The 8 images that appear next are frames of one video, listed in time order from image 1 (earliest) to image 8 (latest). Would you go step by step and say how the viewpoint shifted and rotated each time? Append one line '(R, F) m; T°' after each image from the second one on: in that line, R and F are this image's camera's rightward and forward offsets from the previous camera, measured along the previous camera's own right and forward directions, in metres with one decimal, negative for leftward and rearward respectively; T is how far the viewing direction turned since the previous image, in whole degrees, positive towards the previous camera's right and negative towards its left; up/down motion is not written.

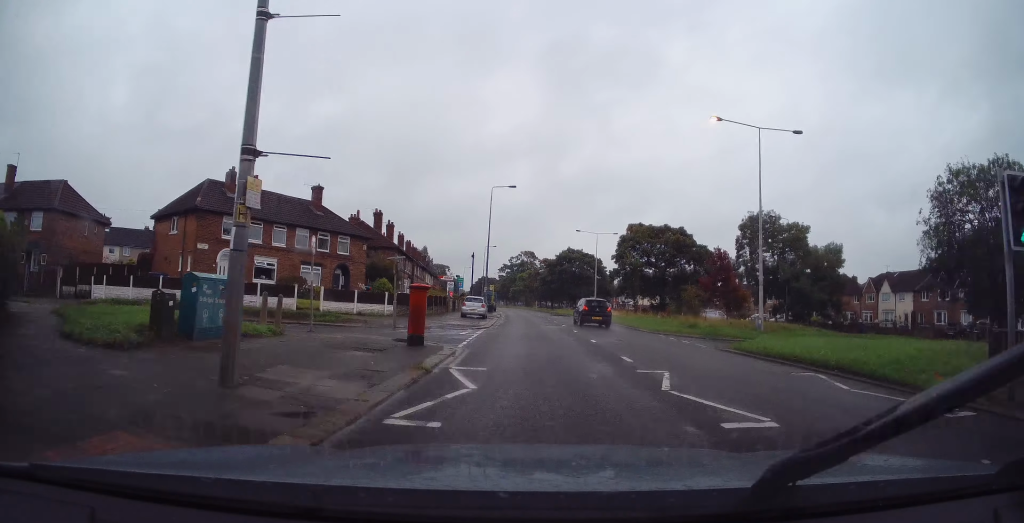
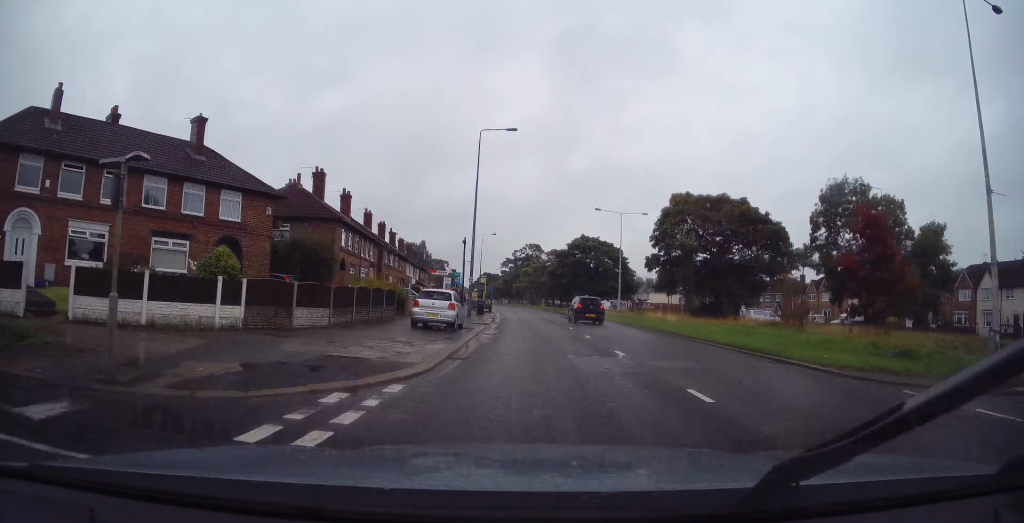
(+0.3, +17.0) m; 0°
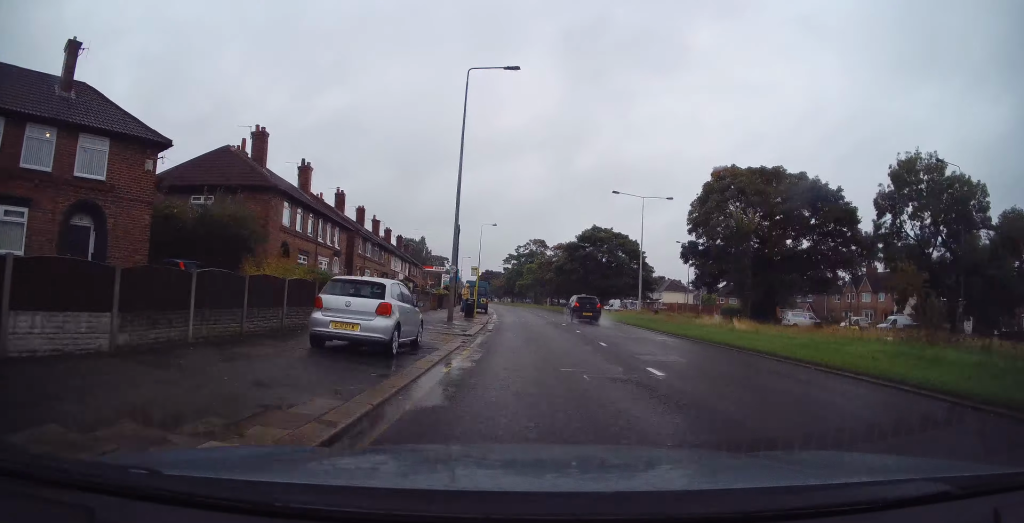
(-0.2, +9.6) m; 0°
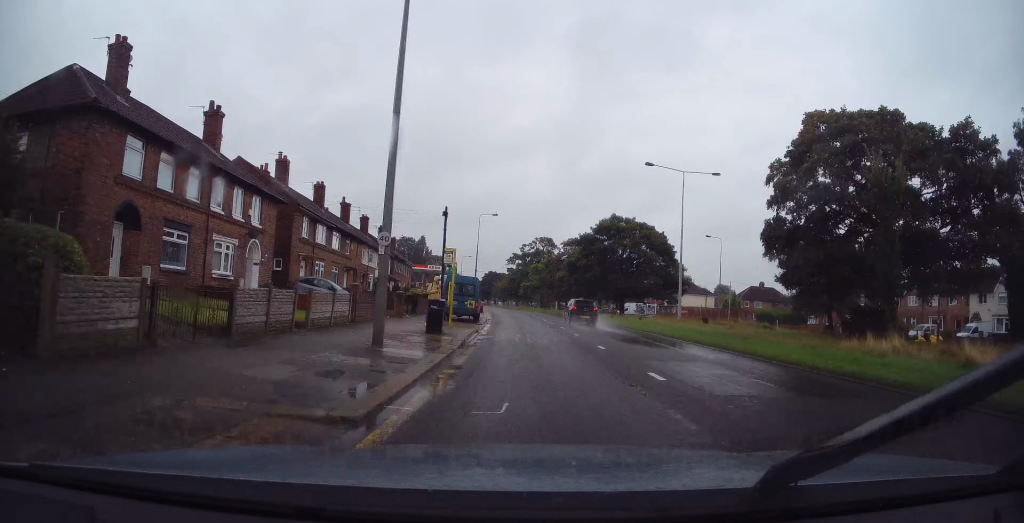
(+0.1, +12.5) m; 0°
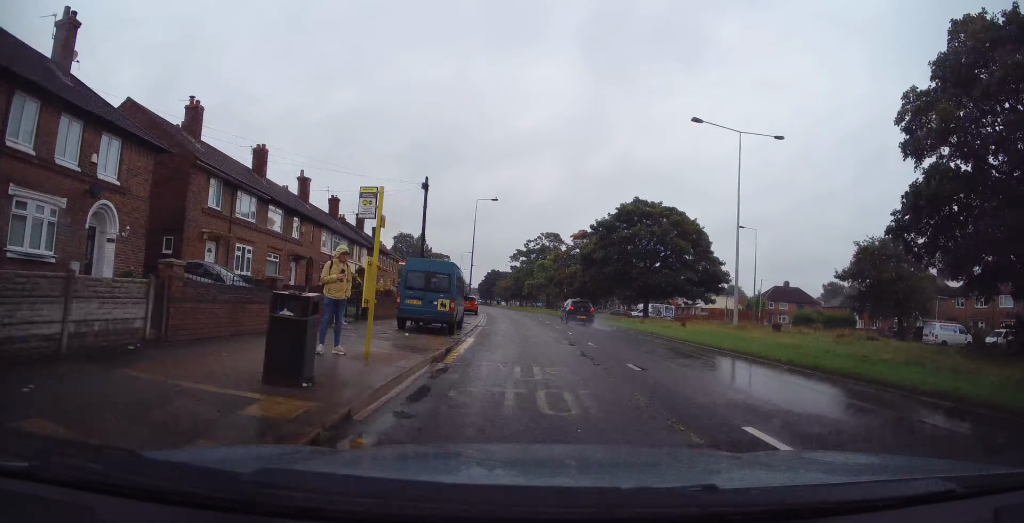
(+0.1, +10.6) m; -1°
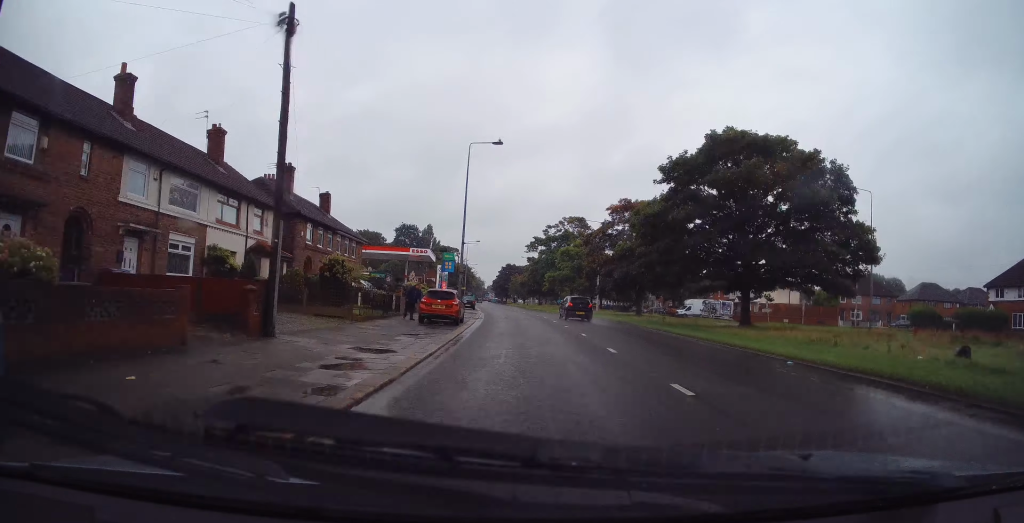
(-0.6, +20.8) m; -3°
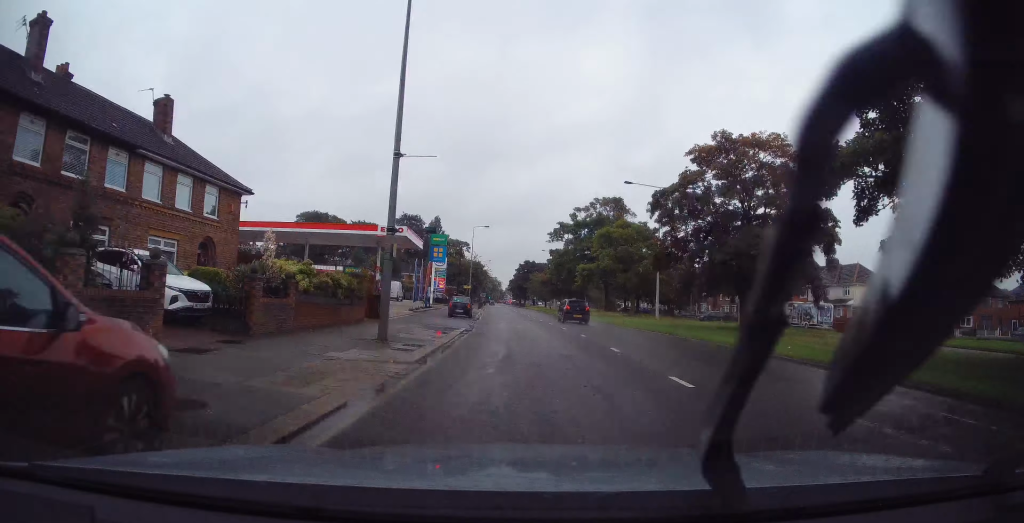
(-0.7, +23.0) m; -3°
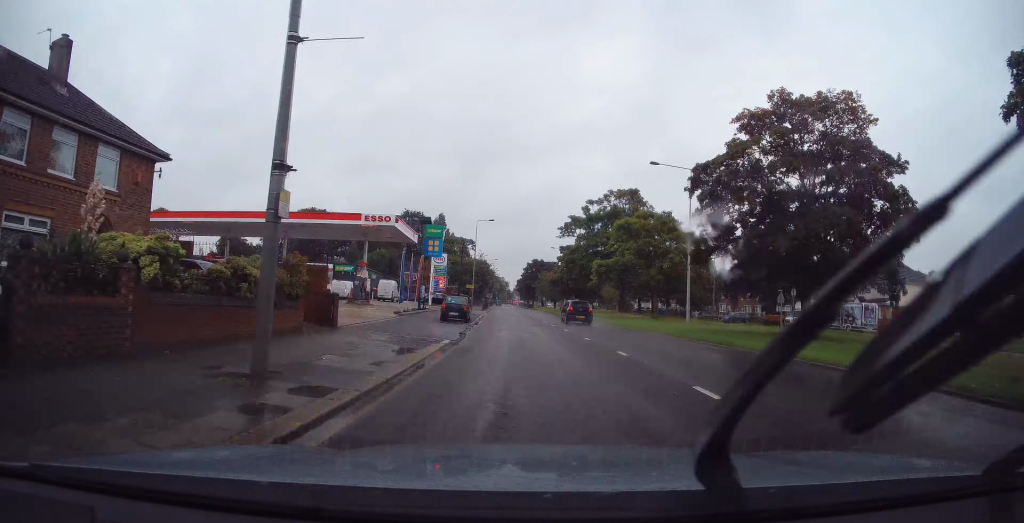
(-0.1, +6.9) m; 0°
